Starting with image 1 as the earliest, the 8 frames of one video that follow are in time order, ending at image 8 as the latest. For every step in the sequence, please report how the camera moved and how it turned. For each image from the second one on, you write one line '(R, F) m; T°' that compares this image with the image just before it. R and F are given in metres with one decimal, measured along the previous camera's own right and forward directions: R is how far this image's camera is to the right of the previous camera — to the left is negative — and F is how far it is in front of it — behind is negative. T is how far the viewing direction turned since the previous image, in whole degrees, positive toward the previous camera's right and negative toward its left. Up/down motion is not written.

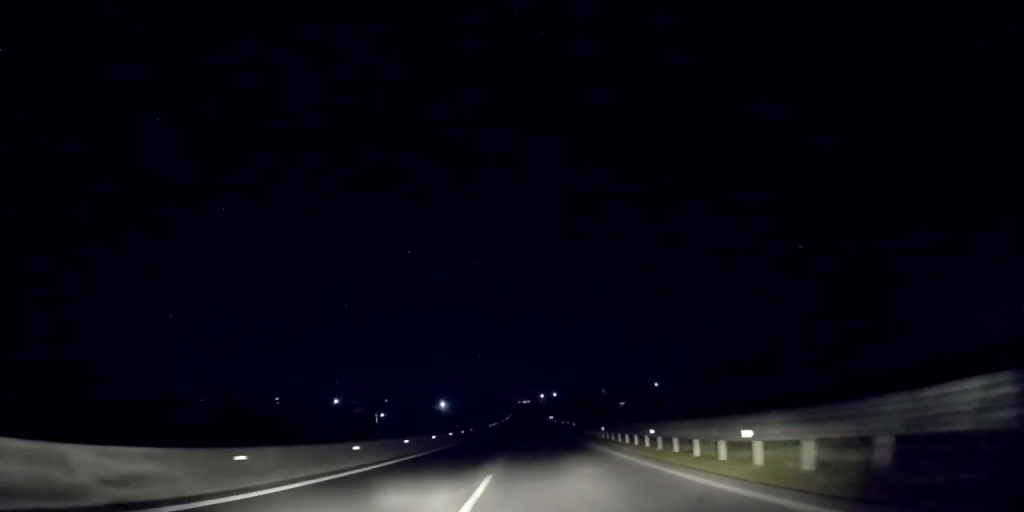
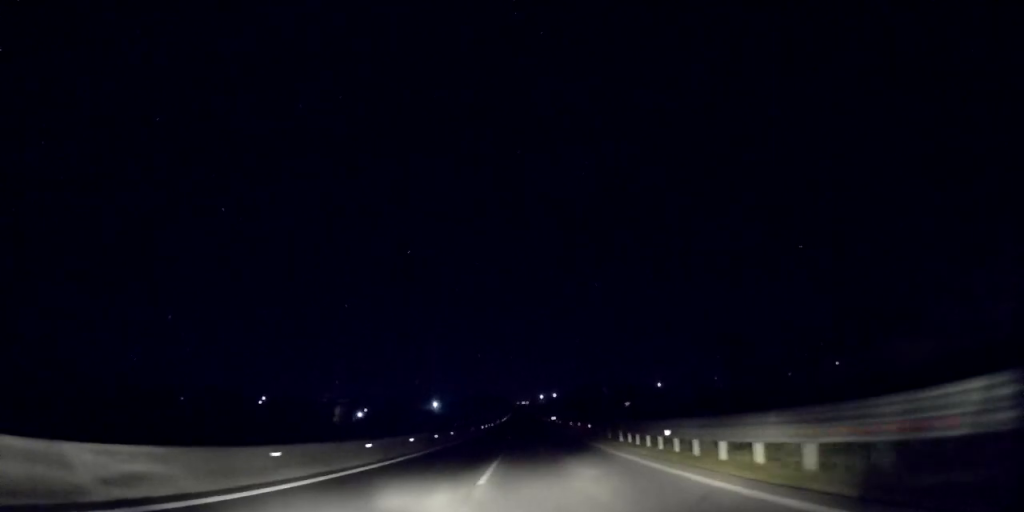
(+0.1, +14.2) m; 0°
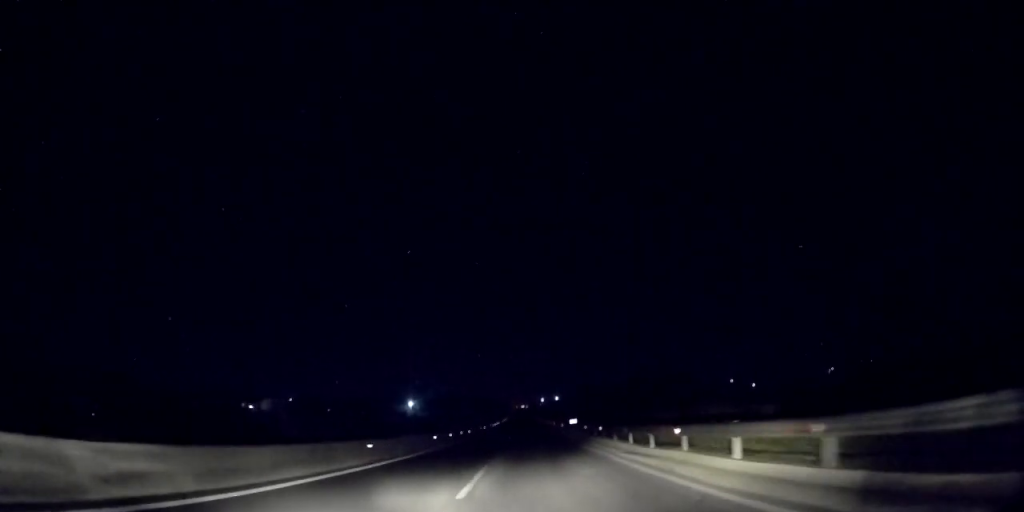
(0.0, +39.3) m; 0°
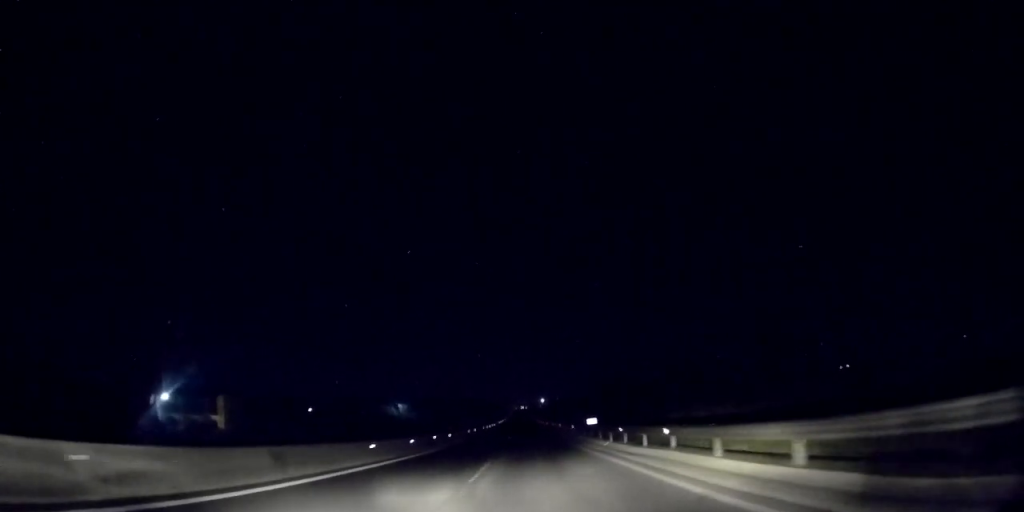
(0.0, +15.2) m; 0°
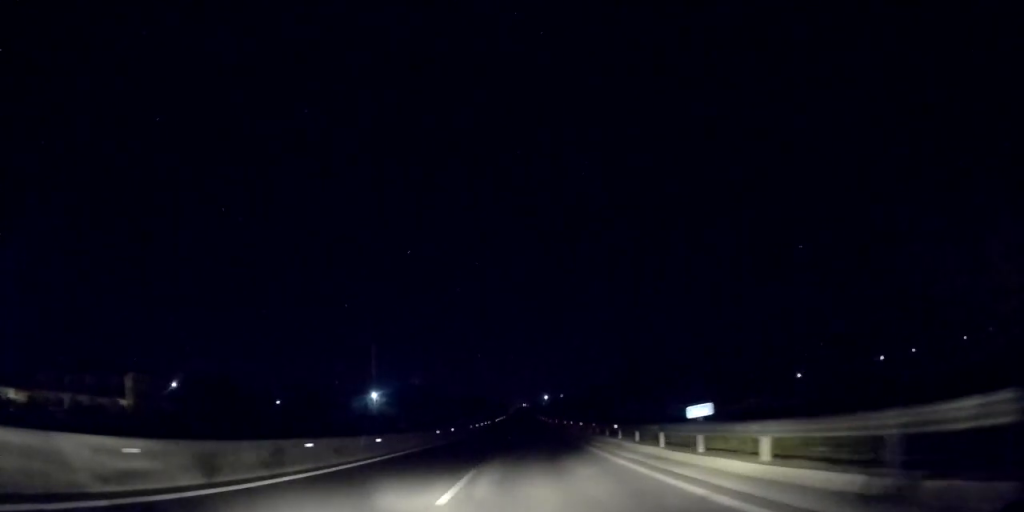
(+0.4, +22.6) m; 0°
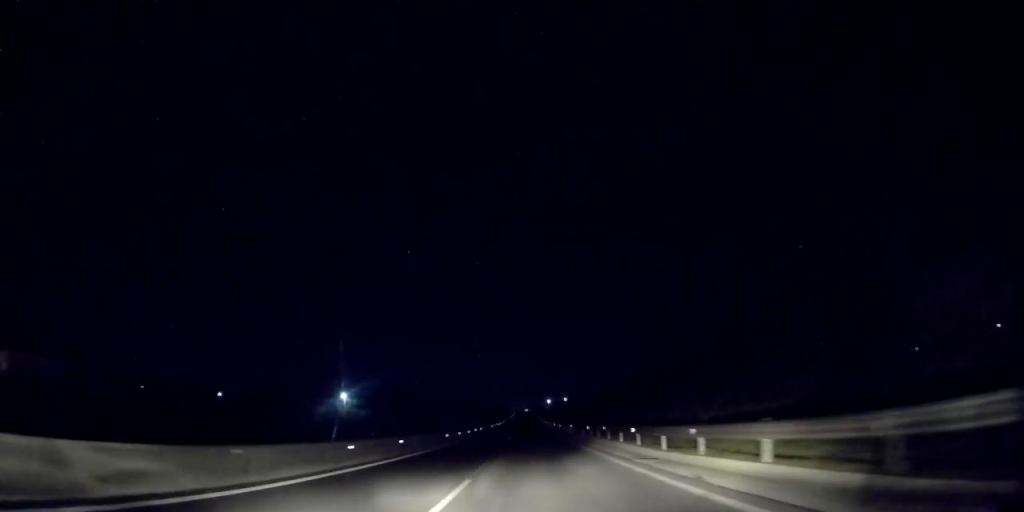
(-0.4, +19.9) m; 0°
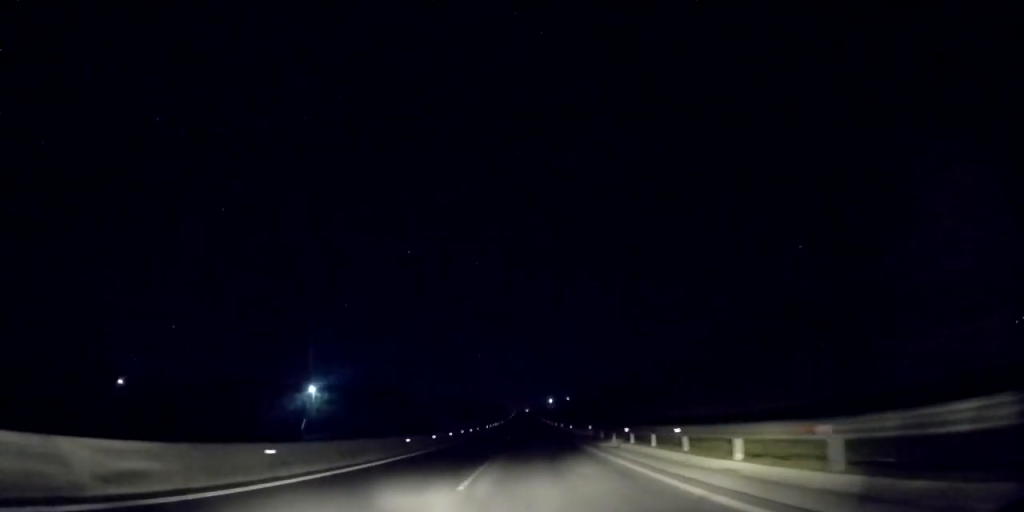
(+0.1, +14.4) m; 0°
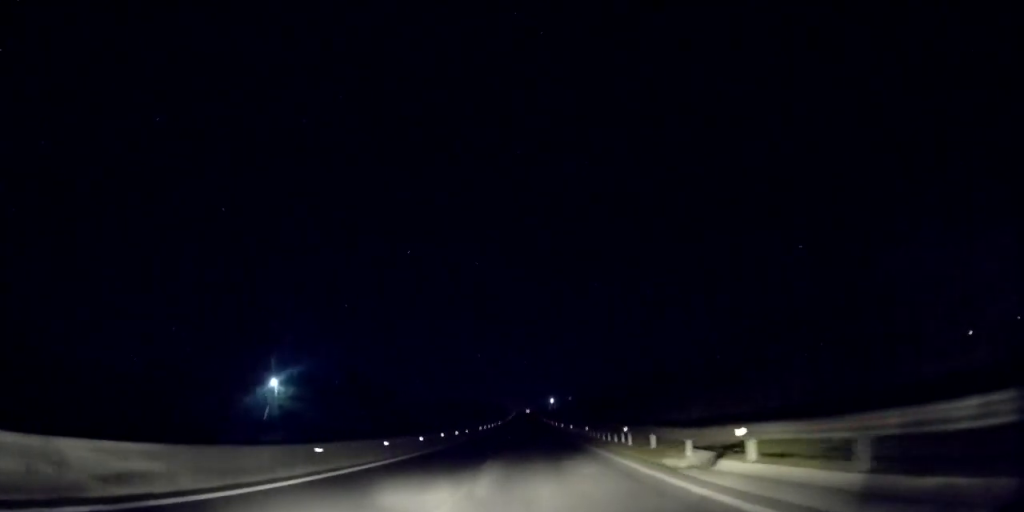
(+0.4, +12.6) m; 0°
